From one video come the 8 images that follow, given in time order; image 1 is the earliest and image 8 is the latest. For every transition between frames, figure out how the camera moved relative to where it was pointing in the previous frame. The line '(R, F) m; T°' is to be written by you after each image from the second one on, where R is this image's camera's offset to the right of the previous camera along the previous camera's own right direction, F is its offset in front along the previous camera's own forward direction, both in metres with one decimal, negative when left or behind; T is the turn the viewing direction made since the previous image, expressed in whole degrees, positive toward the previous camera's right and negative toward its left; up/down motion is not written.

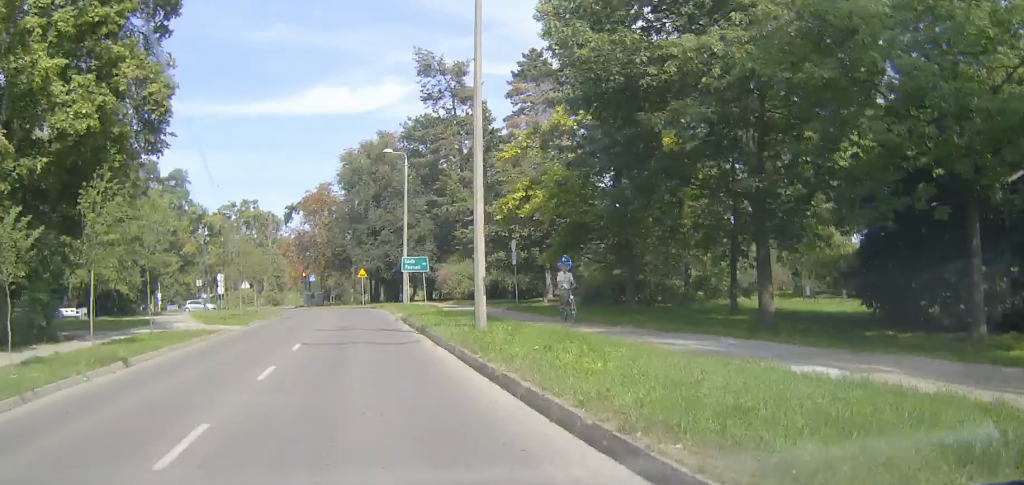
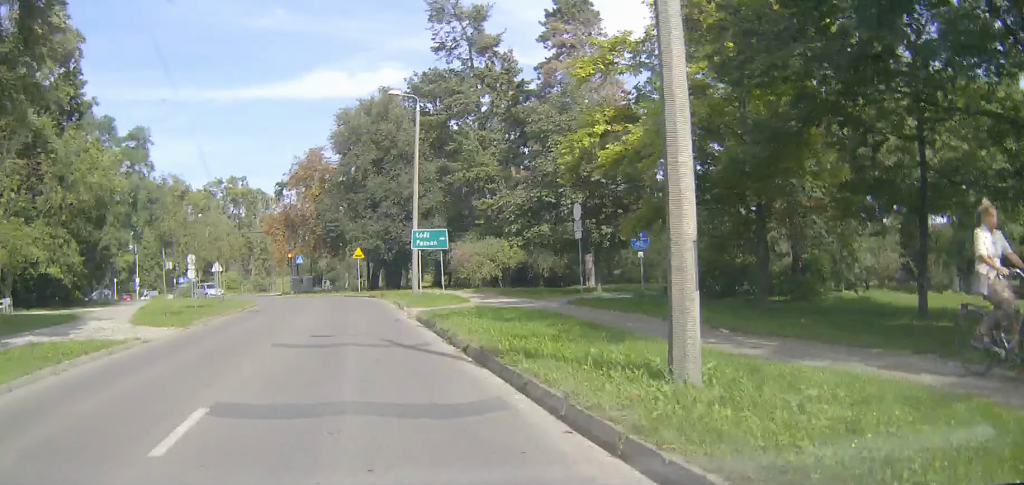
(+0.1, +11.6) m; +2°
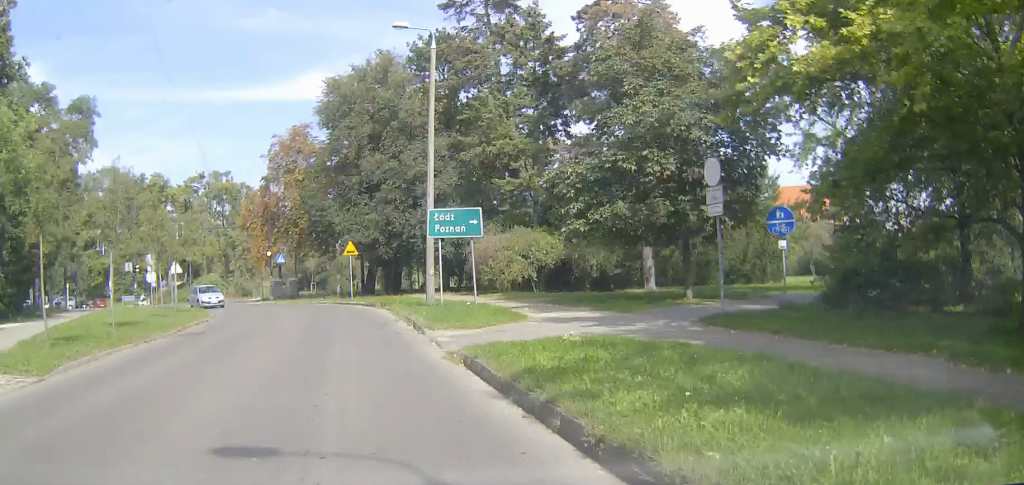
(-0.1, +10.9) m; -3°
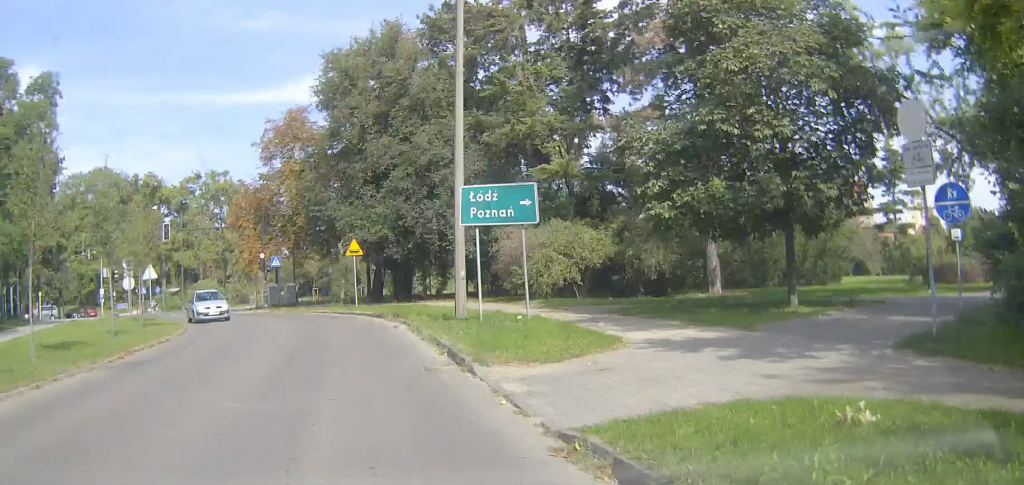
(-0.3, +6.7) m; -2°
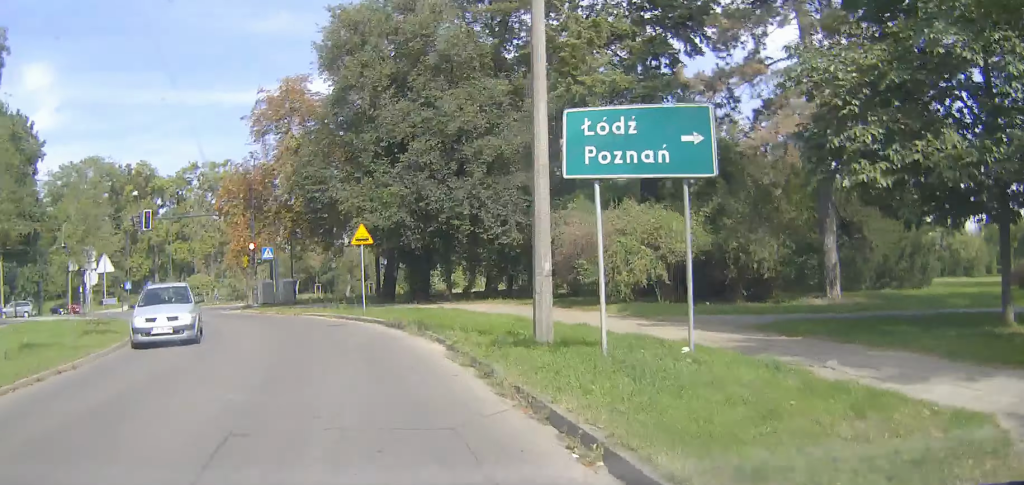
(+0.1, +8.3) m; +1°
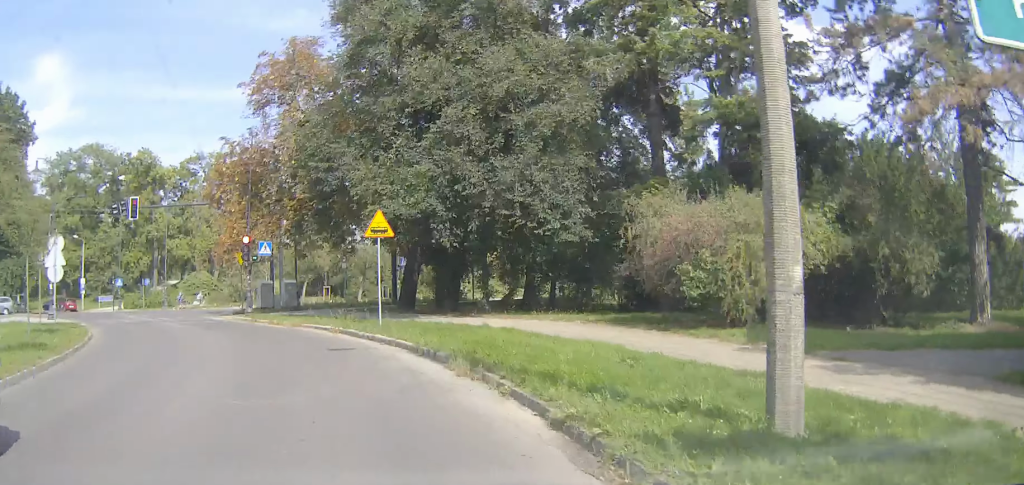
(0.0, +6.7) m; 0°
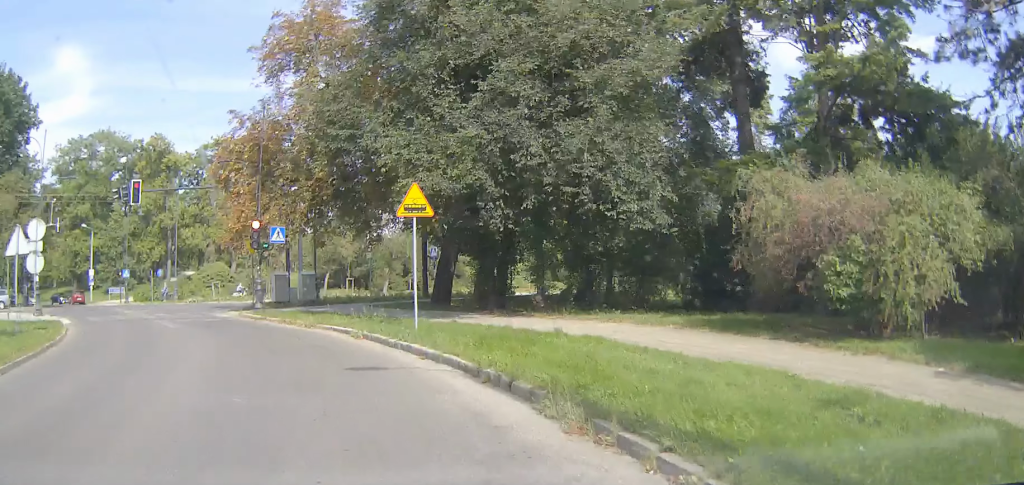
(0.0, +4.6) m; 0°
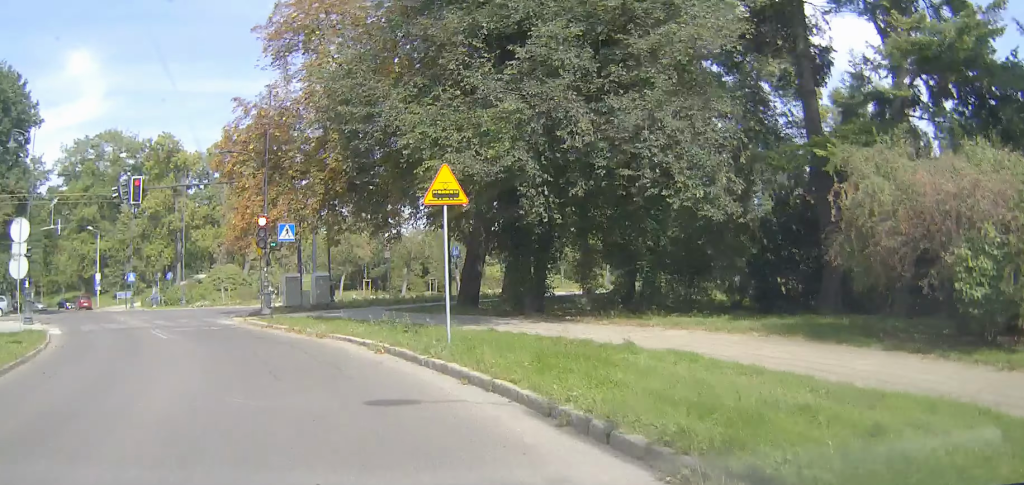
(0.0, +2.9) m; -1°
